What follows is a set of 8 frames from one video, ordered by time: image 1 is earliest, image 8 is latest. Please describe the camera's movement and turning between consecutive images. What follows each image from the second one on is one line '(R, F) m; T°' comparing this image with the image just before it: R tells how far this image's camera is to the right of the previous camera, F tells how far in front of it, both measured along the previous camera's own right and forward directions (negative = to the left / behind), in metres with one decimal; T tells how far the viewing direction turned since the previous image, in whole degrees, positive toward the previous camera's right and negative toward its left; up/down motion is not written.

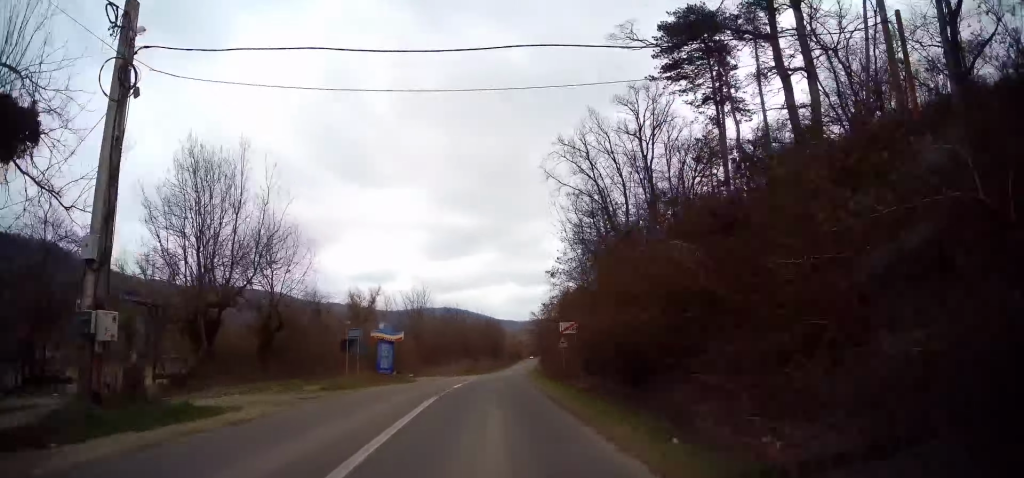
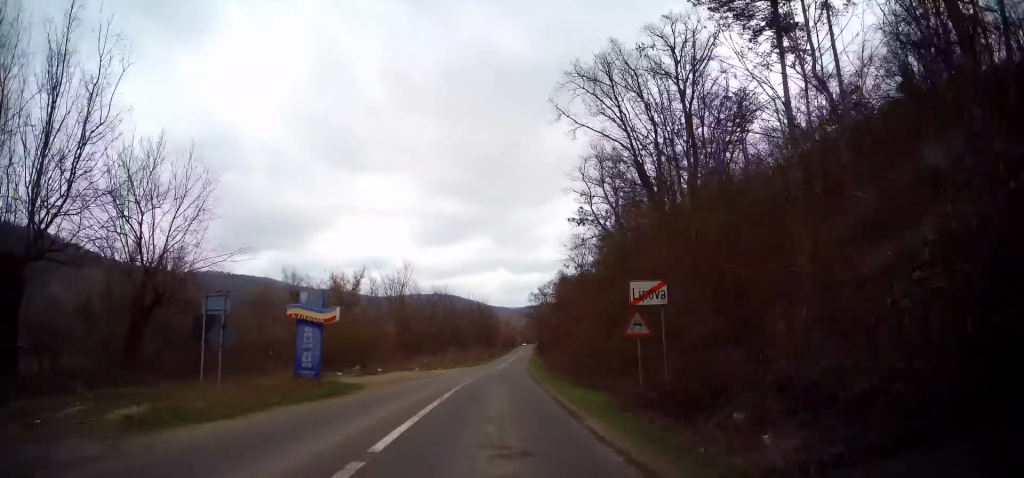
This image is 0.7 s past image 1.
(+0.2, +12.5) m; +1°
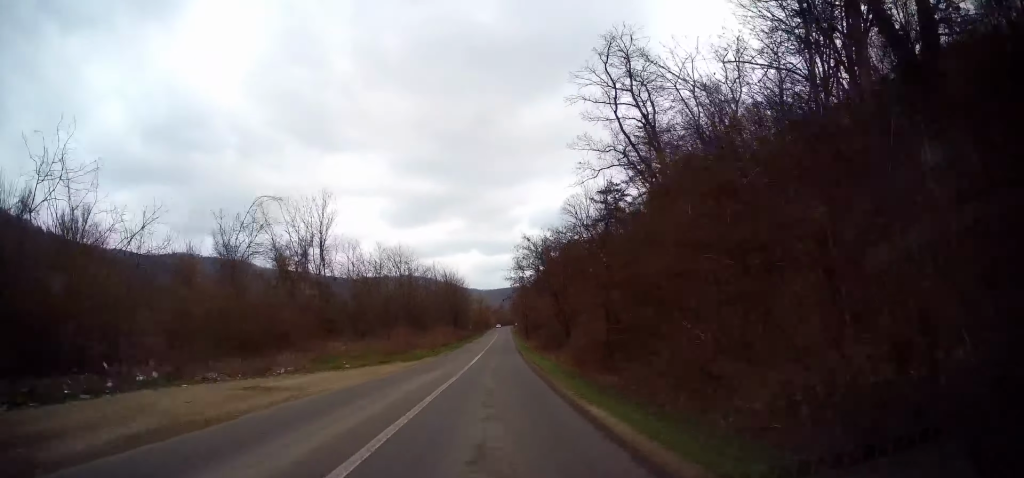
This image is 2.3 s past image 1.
(+0.3, +27.0) m; +1°
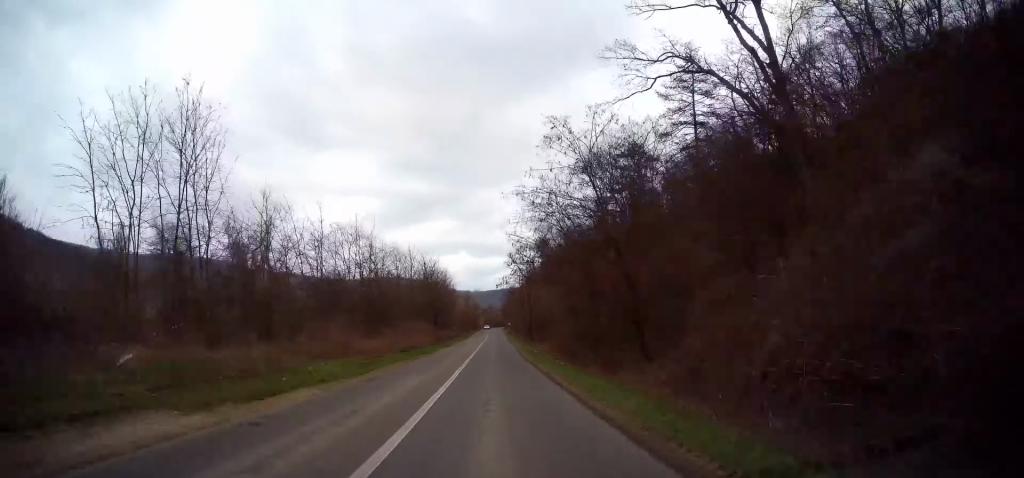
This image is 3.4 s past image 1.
(-0.2, +21.7) m; +1°
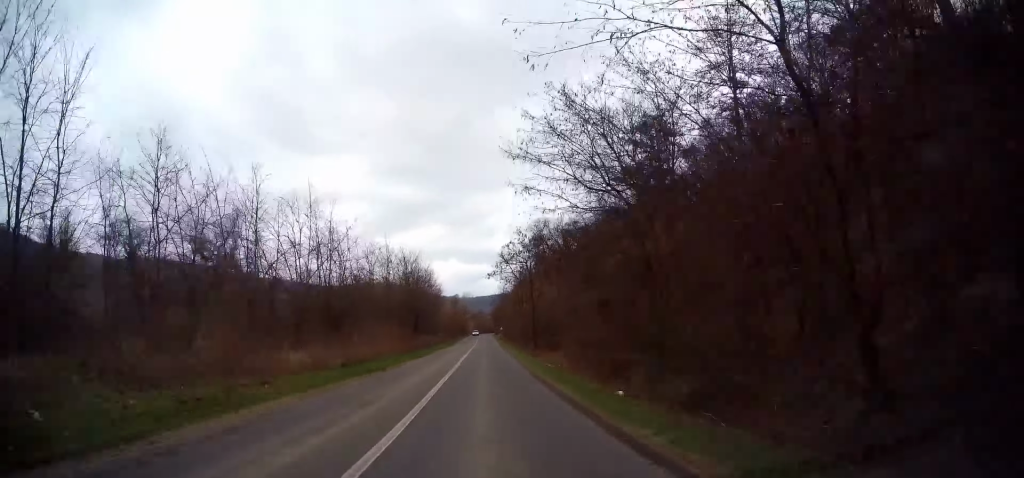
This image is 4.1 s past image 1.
(+0.2, +12.8) m; +1°
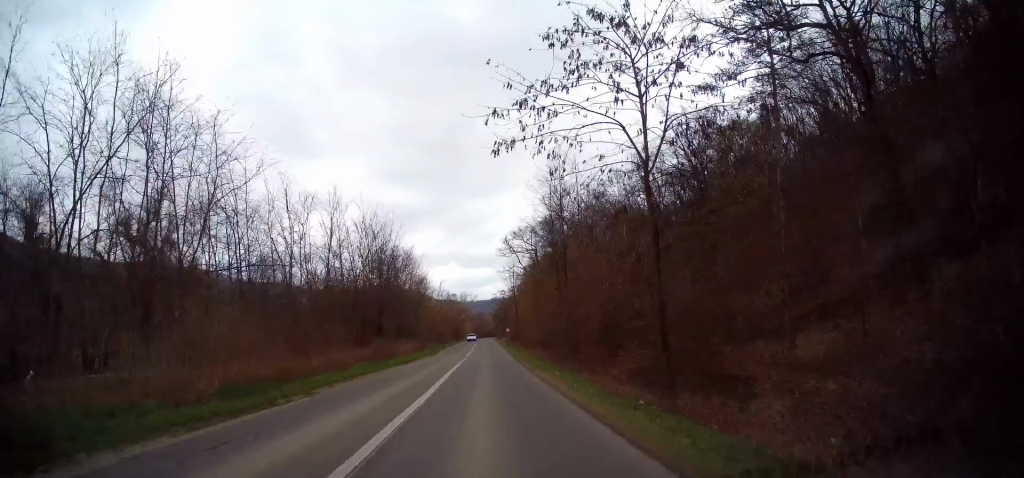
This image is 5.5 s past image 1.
(+0.5, +27.6) m; +1°
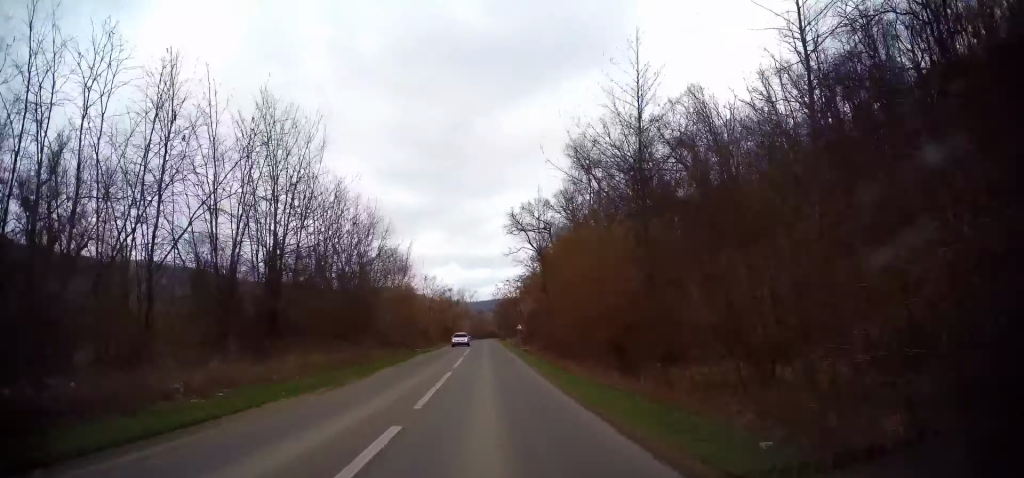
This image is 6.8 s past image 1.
(0.0, +26.1) m; -1°
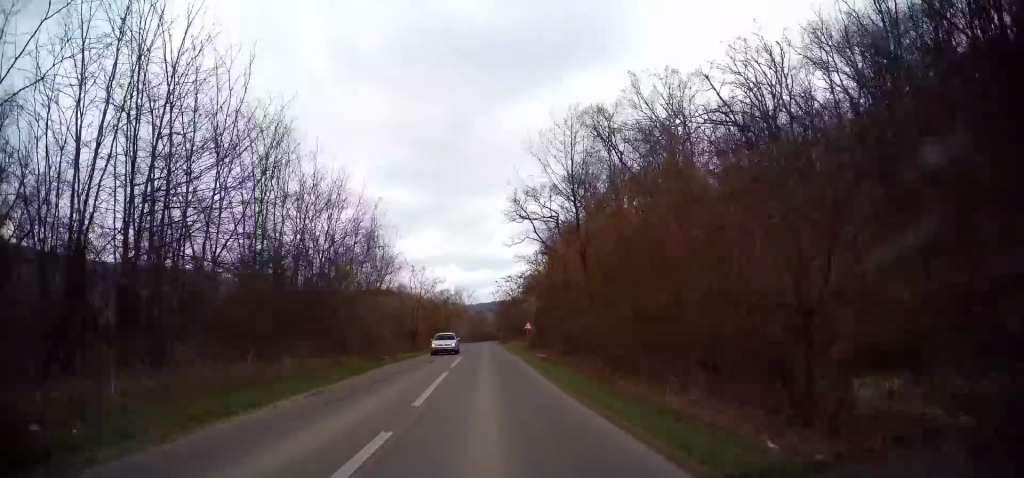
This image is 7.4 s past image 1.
(-0.4, +11.4) m; +1°
